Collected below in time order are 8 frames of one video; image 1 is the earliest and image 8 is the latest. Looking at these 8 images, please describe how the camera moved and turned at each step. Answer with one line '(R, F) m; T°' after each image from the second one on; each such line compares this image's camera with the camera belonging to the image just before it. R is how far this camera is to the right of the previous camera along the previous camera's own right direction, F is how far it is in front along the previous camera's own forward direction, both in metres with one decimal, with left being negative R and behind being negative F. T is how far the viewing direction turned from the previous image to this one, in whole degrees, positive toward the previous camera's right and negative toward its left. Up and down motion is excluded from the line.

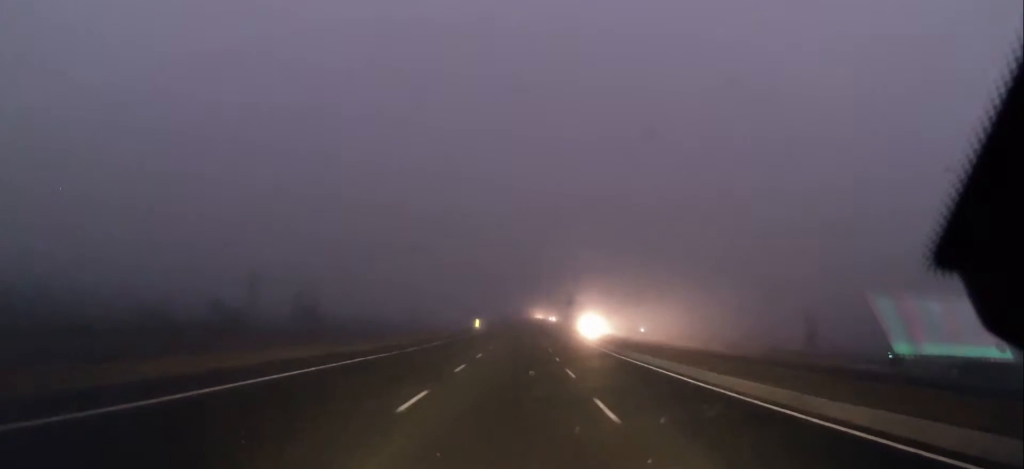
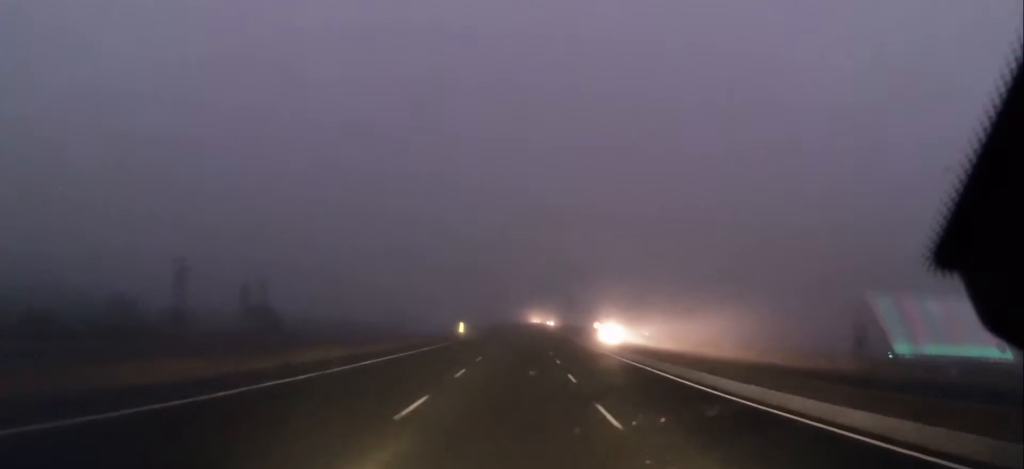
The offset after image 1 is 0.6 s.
(+0.3, +18.4) m; 0°
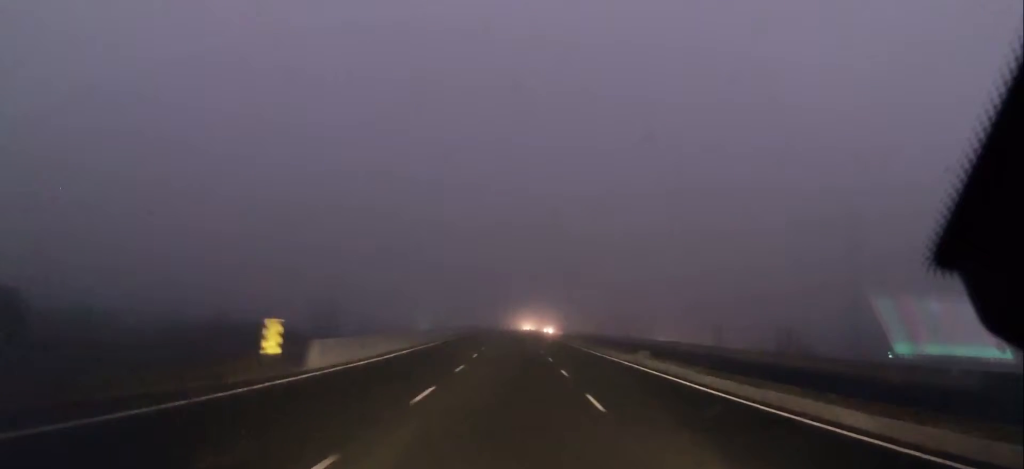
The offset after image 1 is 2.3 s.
(-0.3, +52.3) m; +1°
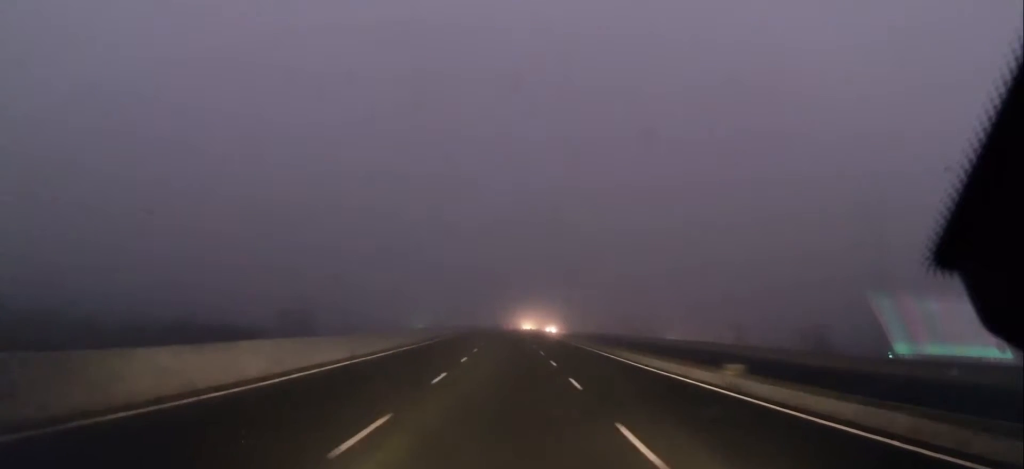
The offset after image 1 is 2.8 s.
(+0.4, +14.4) m; 0°
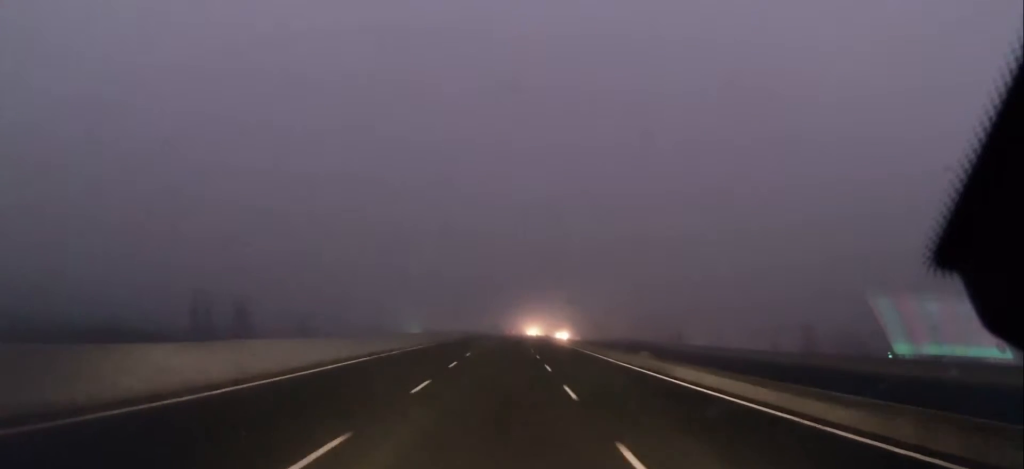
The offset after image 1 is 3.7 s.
(-0.3, +29.0) m; 0°
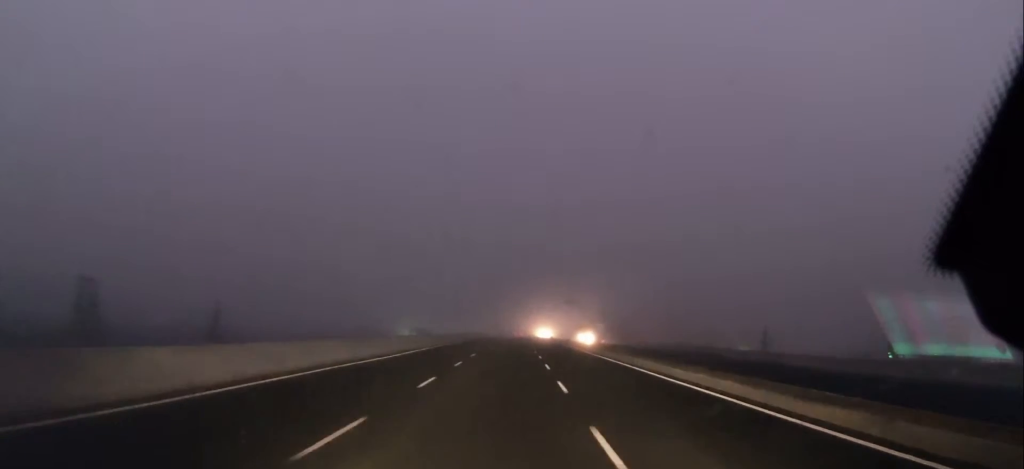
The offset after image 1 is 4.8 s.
(+0.1, +34.3) m; -1°
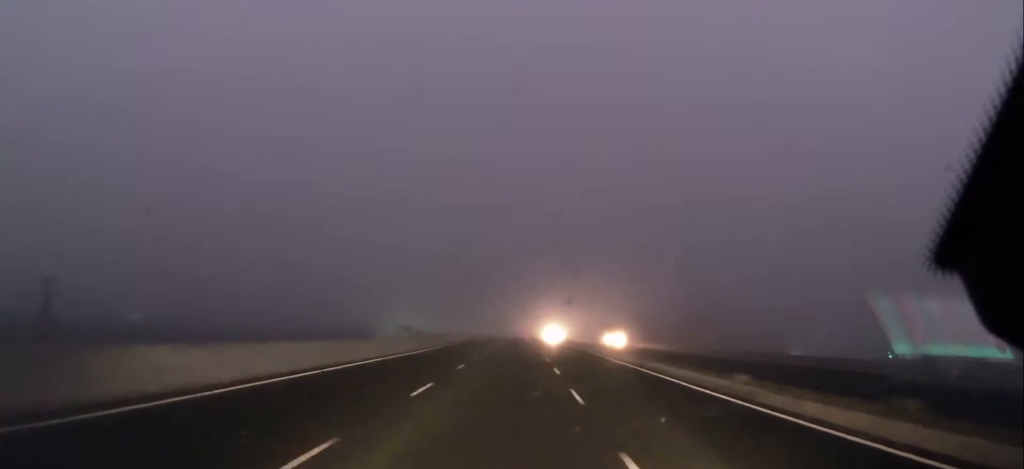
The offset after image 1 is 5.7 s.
(-0.6, +29.3) m; -1°
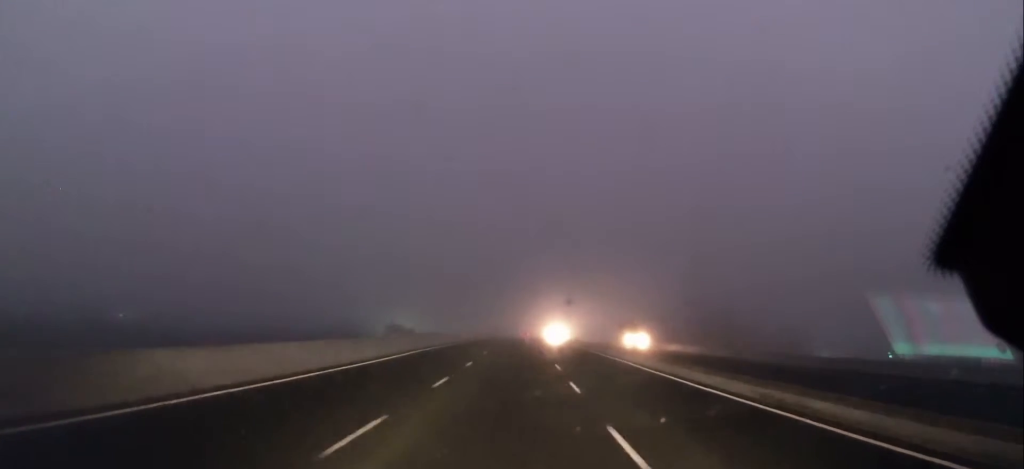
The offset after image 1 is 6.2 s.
(-0.1, +15.7) m; 0°
